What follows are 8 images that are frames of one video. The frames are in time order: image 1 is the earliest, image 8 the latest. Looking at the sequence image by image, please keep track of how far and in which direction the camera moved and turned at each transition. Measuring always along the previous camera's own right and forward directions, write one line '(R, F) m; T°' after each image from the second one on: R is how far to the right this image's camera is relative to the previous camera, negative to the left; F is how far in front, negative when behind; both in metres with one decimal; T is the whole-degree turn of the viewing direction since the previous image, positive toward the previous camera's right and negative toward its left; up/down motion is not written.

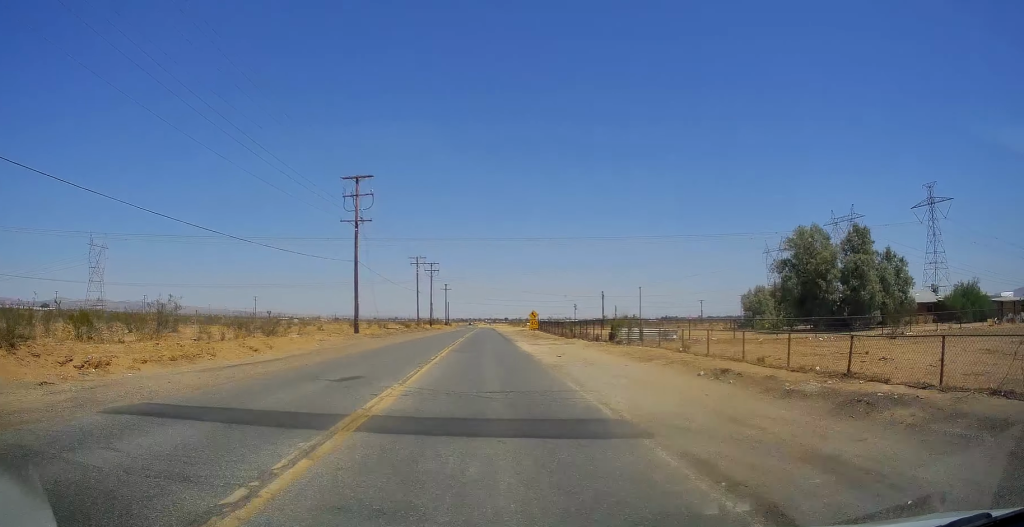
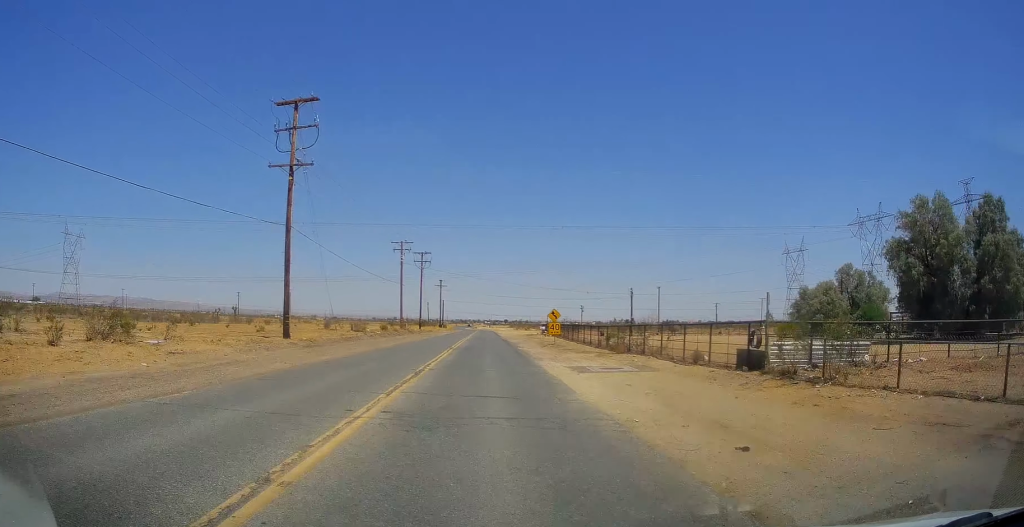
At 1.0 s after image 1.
(+0.2, +20.7) m; +1°
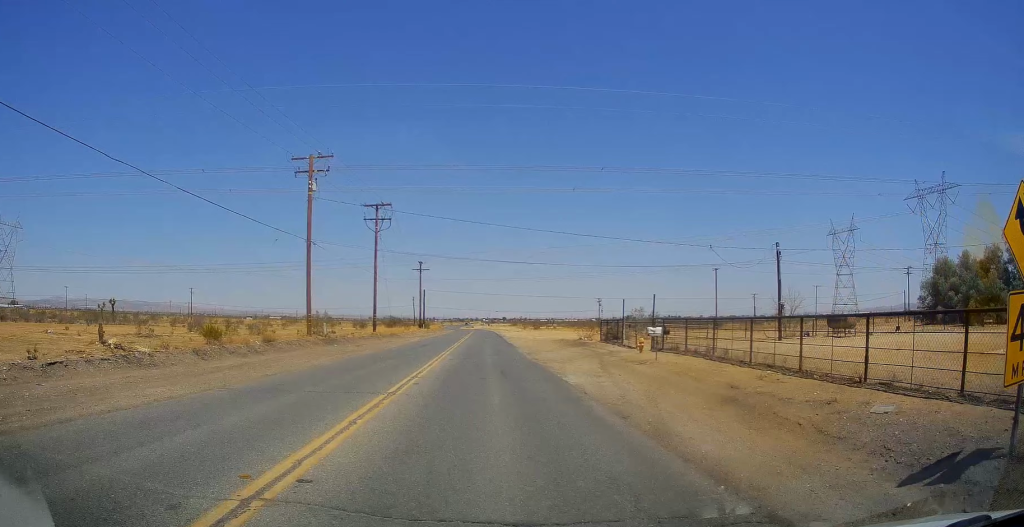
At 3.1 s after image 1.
(0.0, +42.1) m; 0°
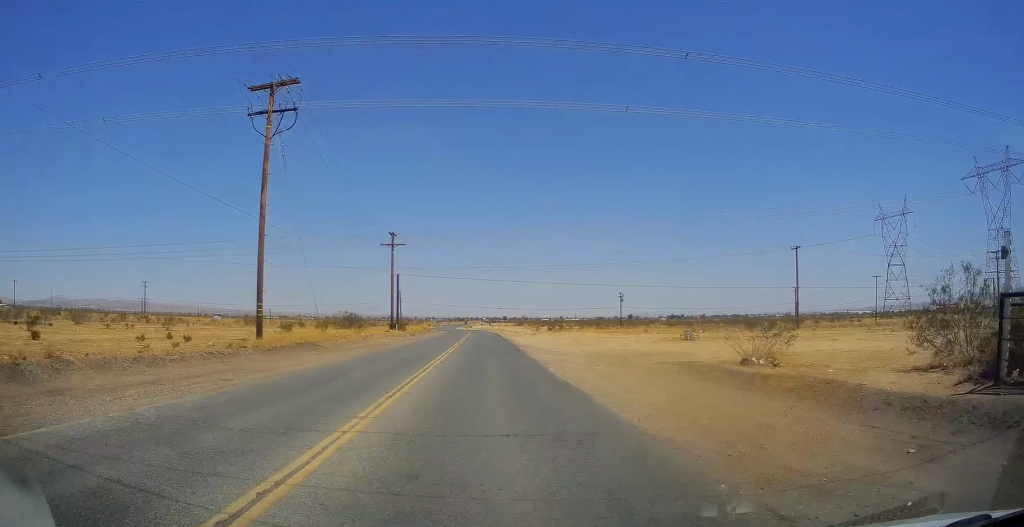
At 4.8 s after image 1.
(0.0, +34.2) m; 0°
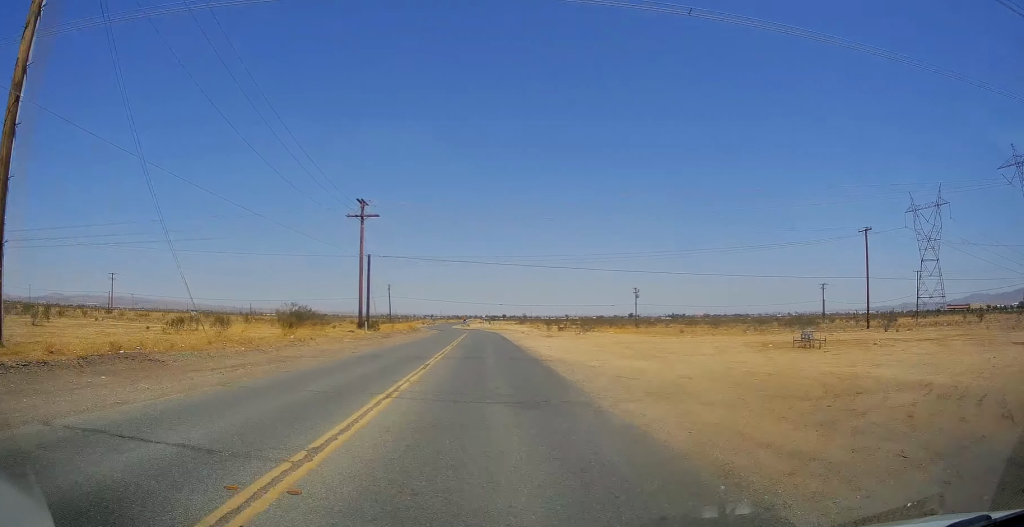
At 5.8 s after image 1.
(0.0, +19.0) m; 0°
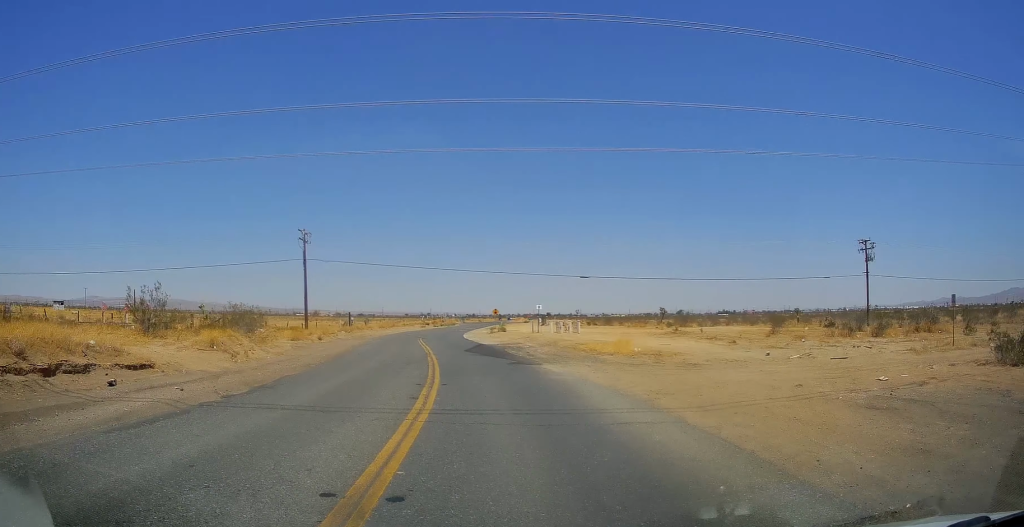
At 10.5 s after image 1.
(-0.7, +92.8) m; -3°
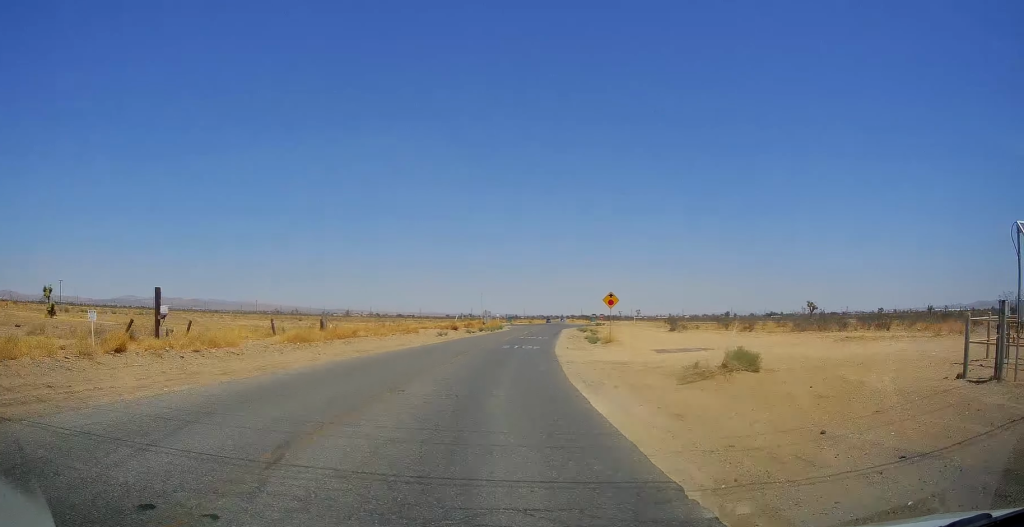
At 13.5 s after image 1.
(-2.7, +57.3) m; -4°
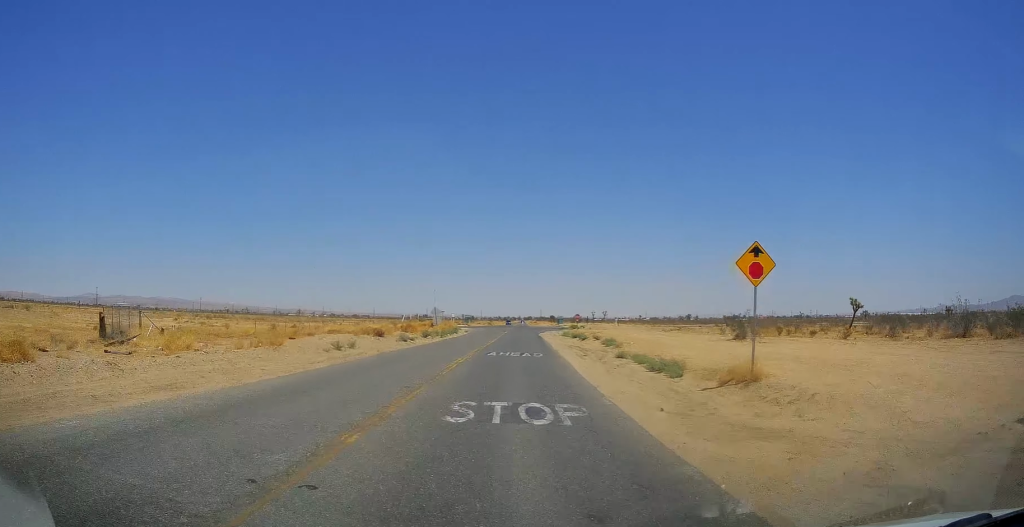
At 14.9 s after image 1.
(-0.8, +25.9) m; +1°
